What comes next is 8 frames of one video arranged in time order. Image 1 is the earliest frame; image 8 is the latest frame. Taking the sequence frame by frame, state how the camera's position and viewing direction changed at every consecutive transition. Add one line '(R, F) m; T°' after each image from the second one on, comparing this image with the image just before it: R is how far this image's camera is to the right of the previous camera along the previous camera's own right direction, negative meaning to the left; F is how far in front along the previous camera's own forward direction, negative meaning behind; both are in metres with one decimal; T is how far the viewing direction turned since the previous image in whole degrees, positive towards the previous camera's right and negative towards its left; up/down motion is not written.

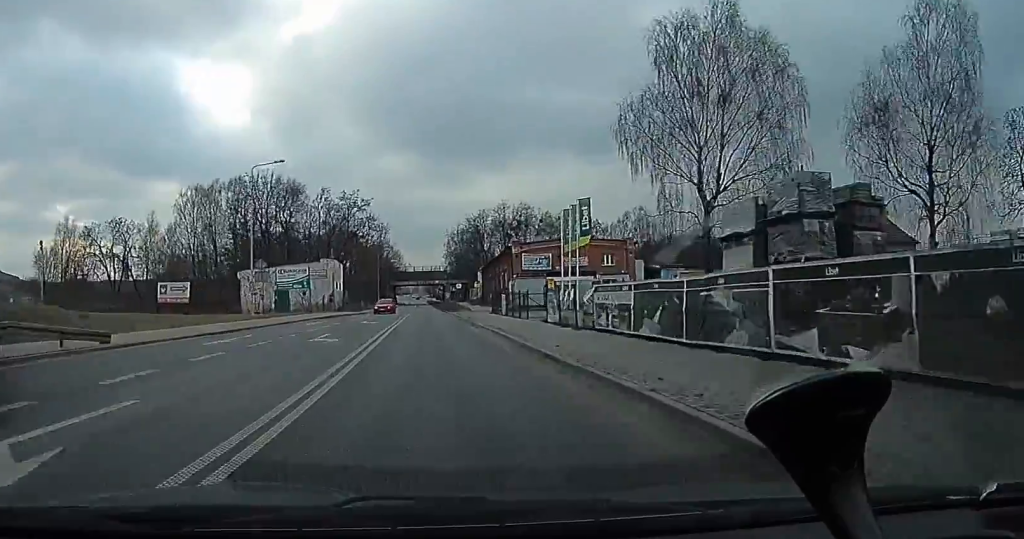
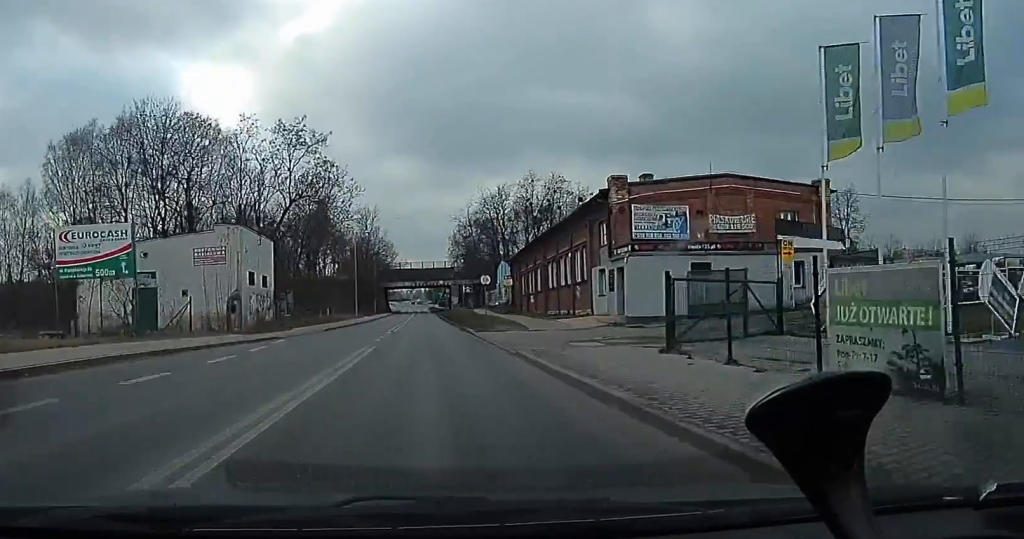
(-0.2, +33.9) m; 0°
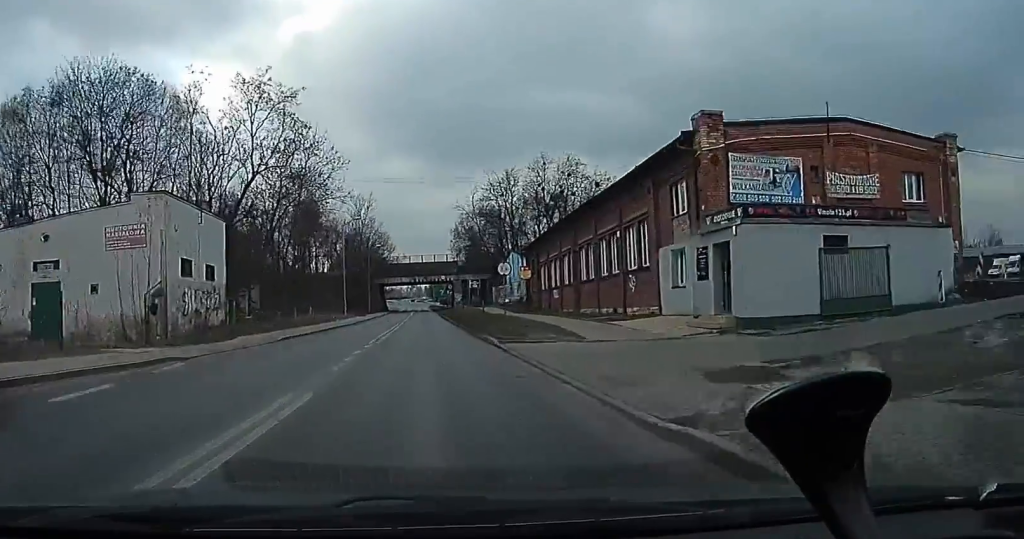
(-0.6, +9.8) m; 0°
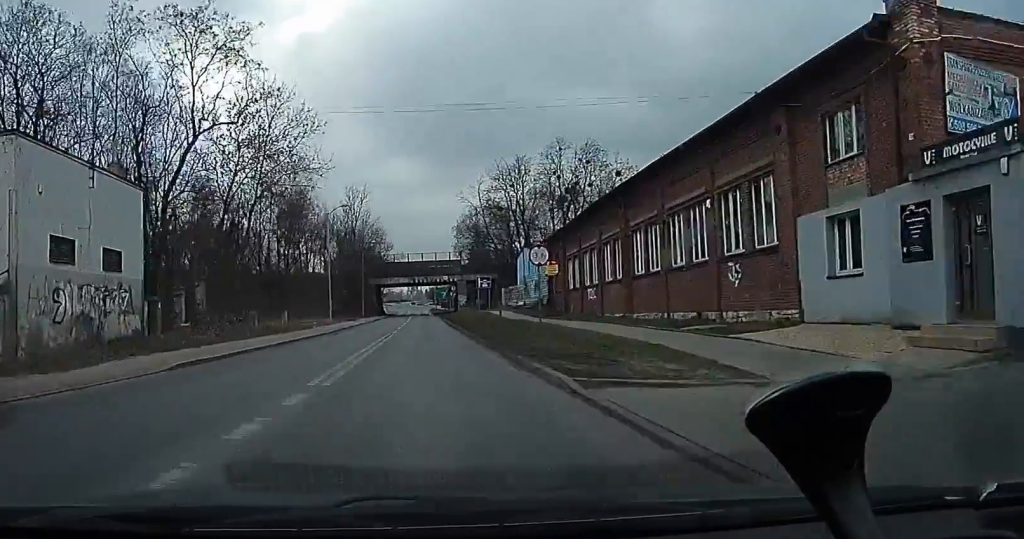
(+0.9, +10.0) m; 0°
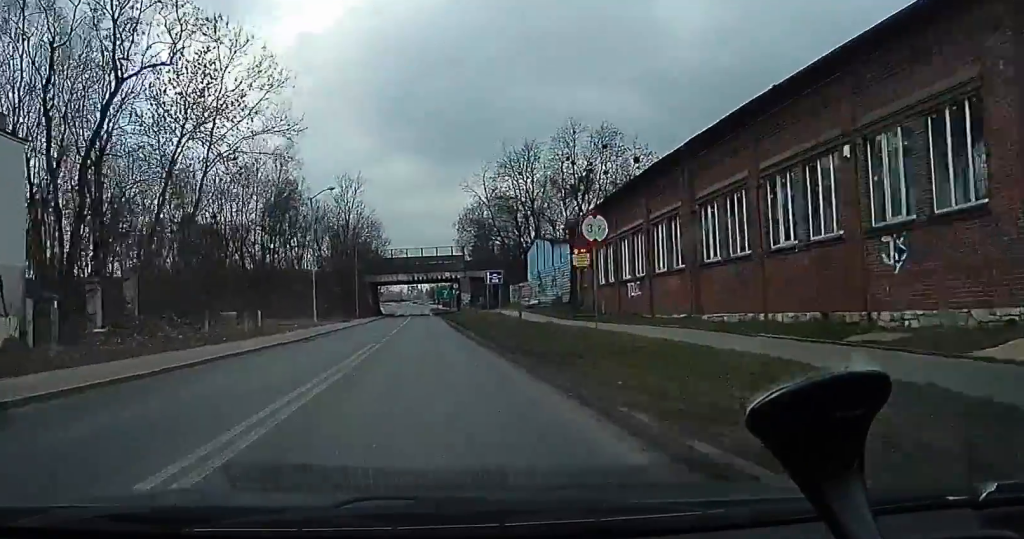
(+0.1, +7.5) m; -1°
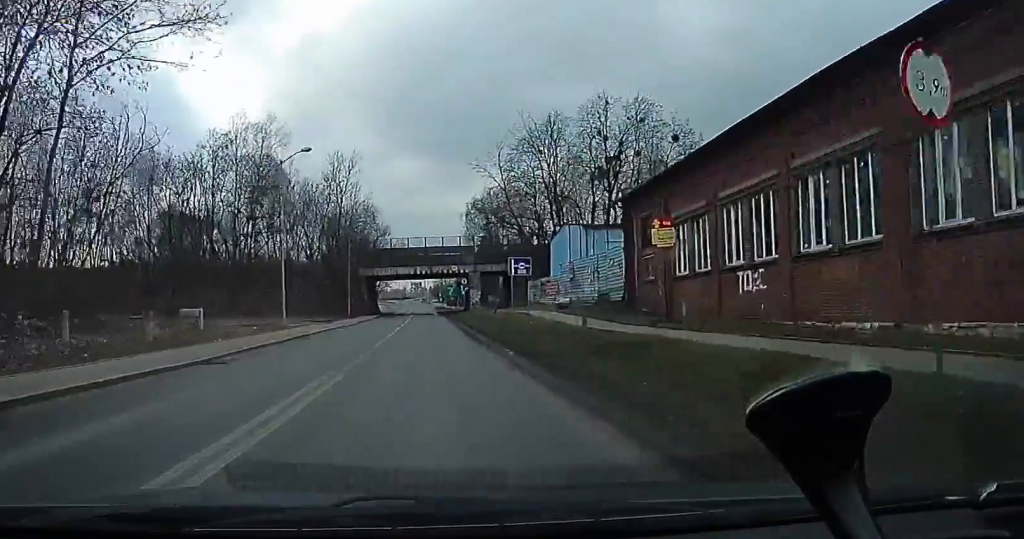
(-0.8, +10.8) m; -4°
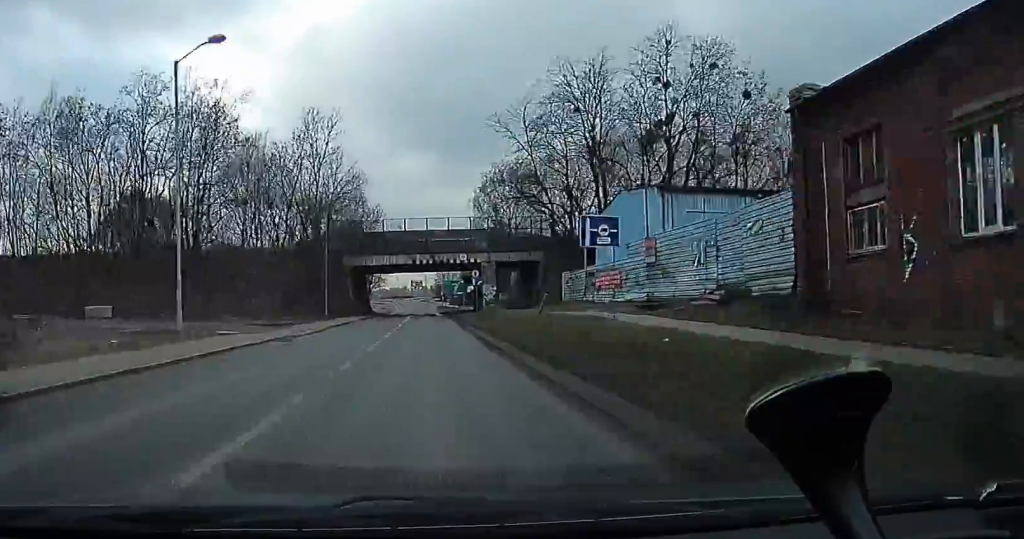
(-0.2, +15.4) m; +4°
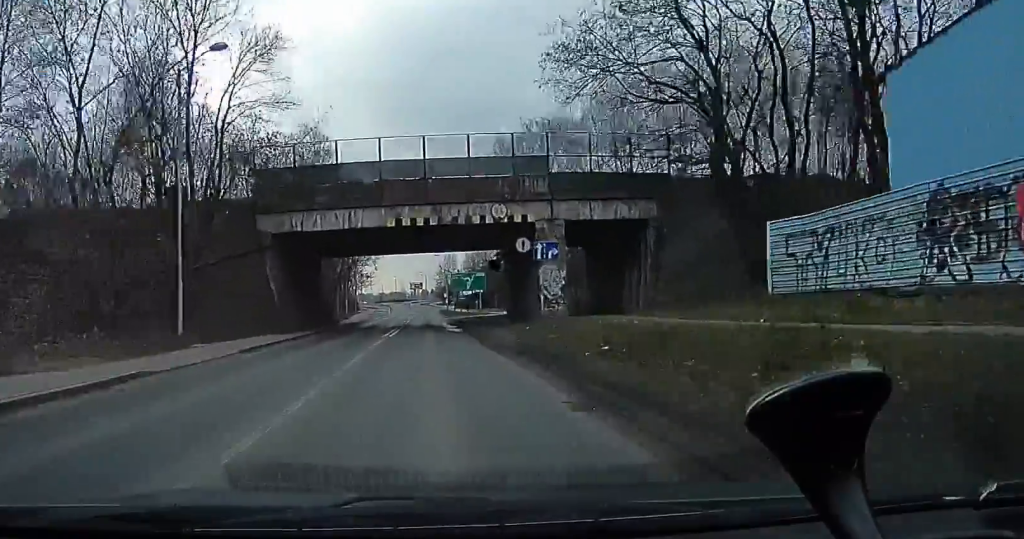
(+0.9, +29.2) m; +1°
